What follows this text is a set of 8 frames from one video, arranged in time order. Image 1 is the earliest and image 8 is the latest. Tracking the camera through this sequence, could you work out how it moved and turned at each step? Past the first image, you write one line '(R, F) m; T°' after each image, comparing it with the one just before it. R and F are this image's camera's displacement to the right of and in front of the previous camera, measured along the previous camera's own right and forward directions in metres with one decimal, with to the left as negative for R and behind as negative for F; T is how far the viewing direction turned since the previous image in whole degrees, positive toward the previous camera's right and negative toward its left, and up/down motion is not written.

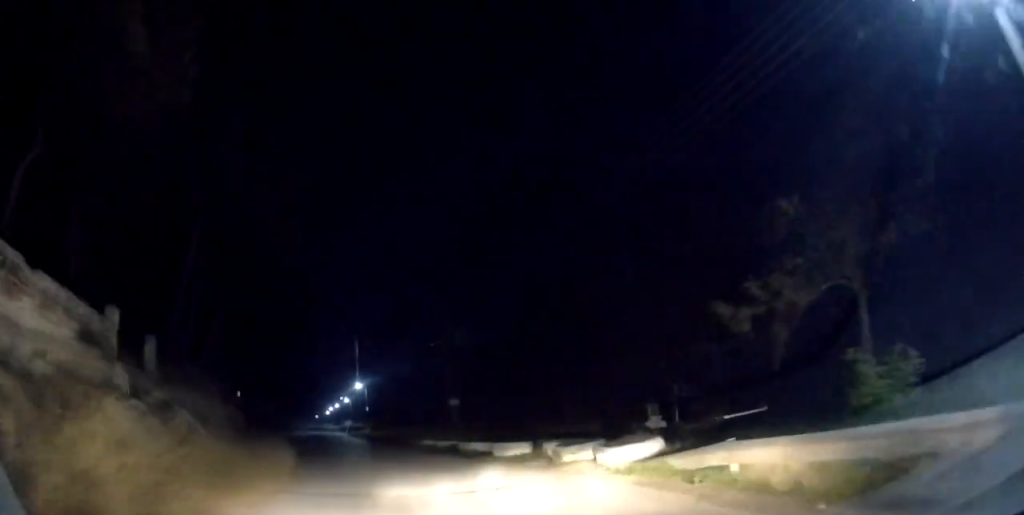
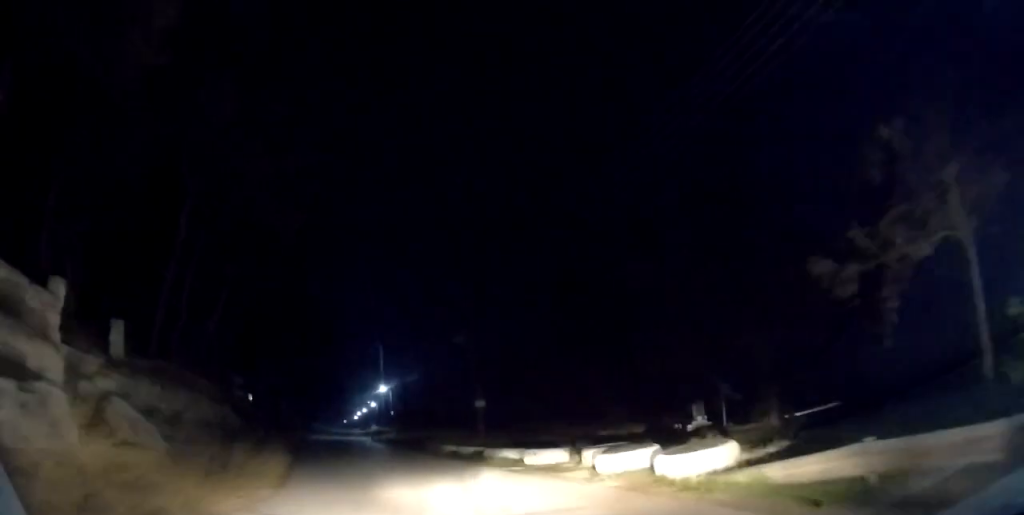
(0.0, +2.6) m; -2°
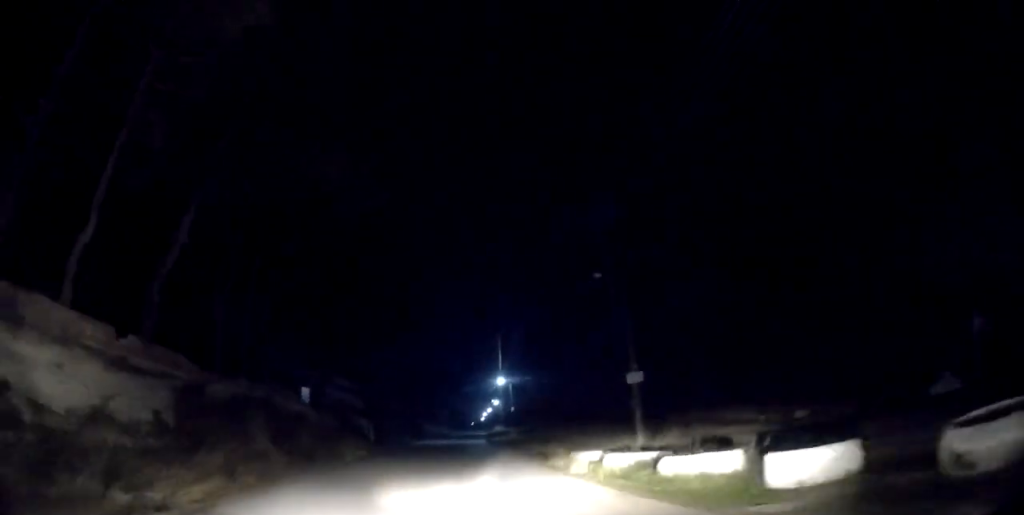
(-0.4, +10.5) m; -5°
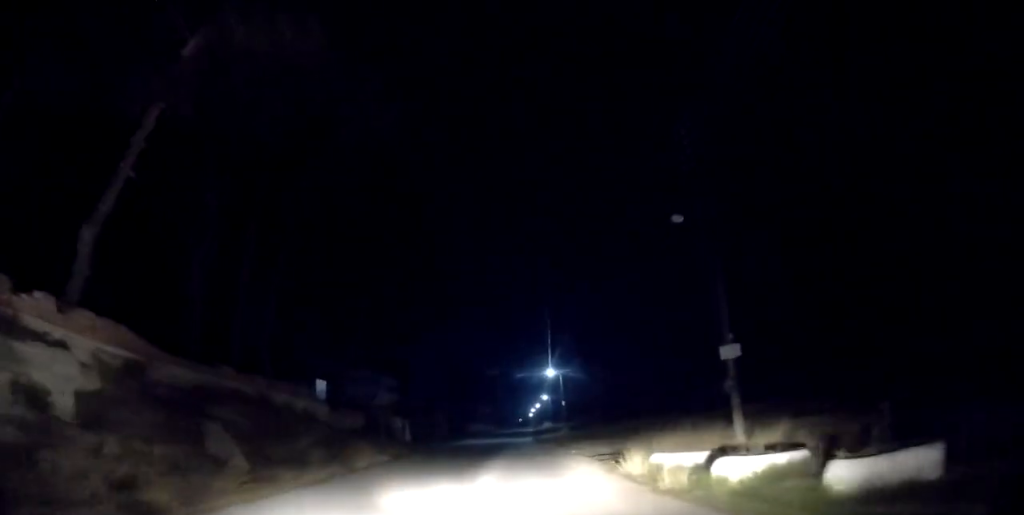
(0.0, +4.3) m; -3°
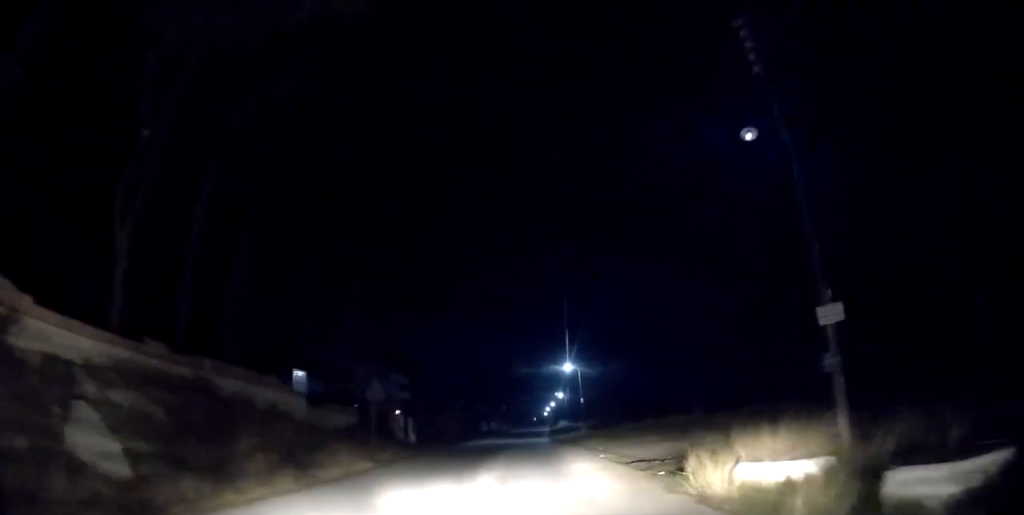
(-0.2, +4.2) m; -1°
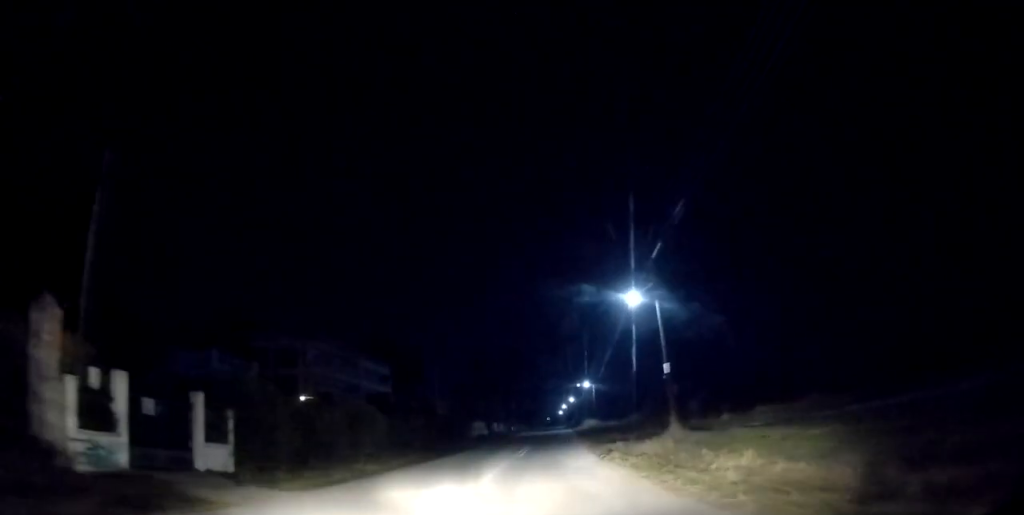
(-1.2, +23.8) m; -7°
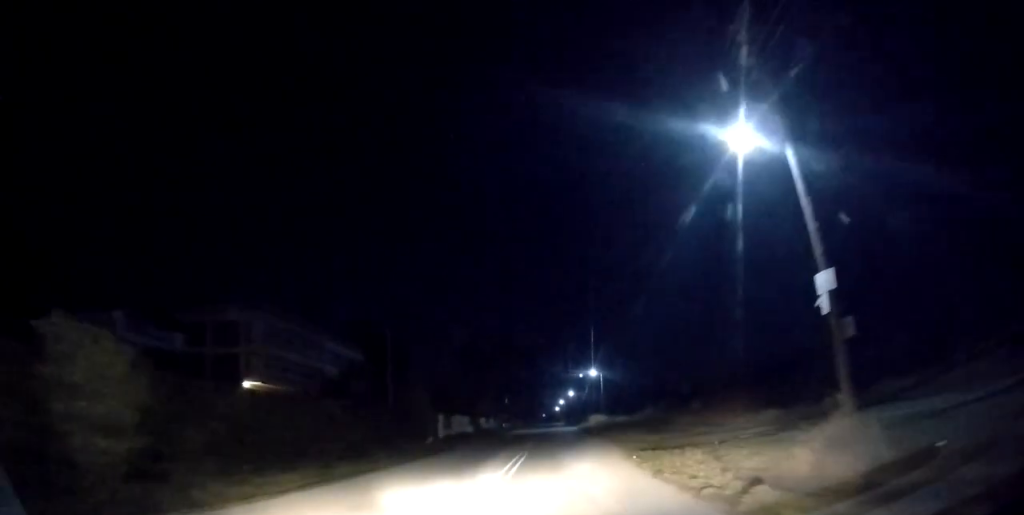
(0.0, +10.5) m; +1°
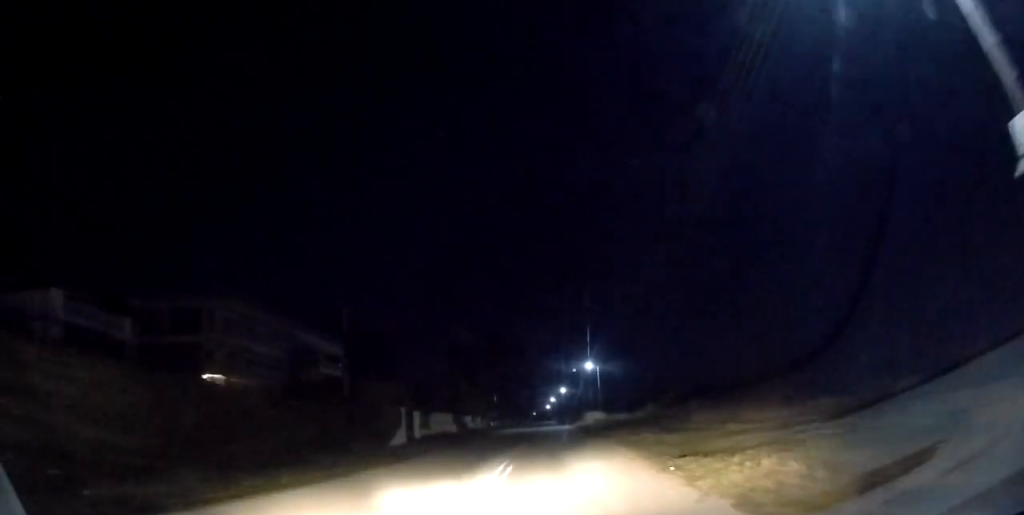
(+0.1, +5.6) m; +1°
